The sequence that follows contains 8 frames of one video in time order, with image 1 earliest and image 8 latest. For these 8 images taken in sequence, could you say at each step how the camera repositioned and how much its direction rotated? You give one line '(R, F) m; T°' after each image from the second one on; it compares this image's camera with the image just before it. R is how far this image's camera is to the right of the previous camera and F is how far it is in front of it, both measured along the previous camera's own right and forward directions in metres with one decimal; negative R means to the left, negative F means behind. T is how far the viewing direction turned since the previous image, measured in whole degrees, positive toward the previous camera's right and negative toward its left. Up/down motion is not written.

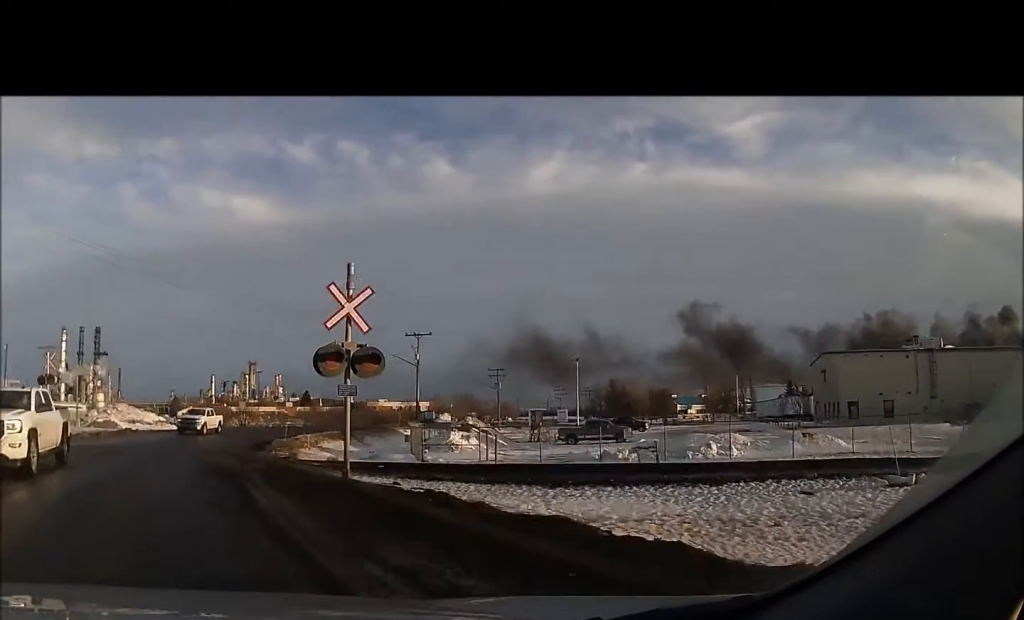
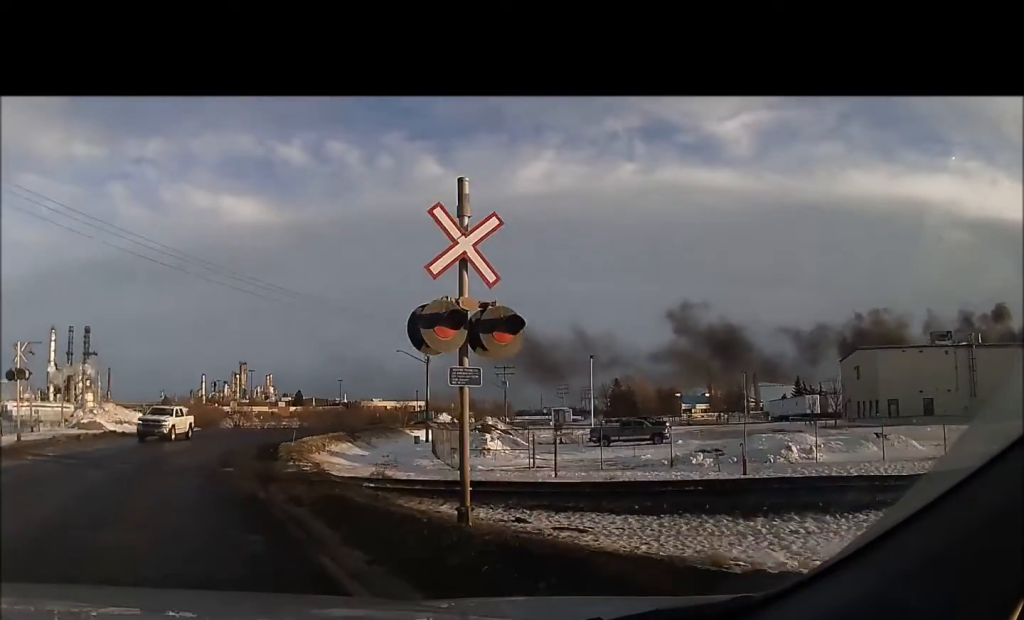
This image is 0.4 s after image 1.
(0.0, +5.6) m; +1°
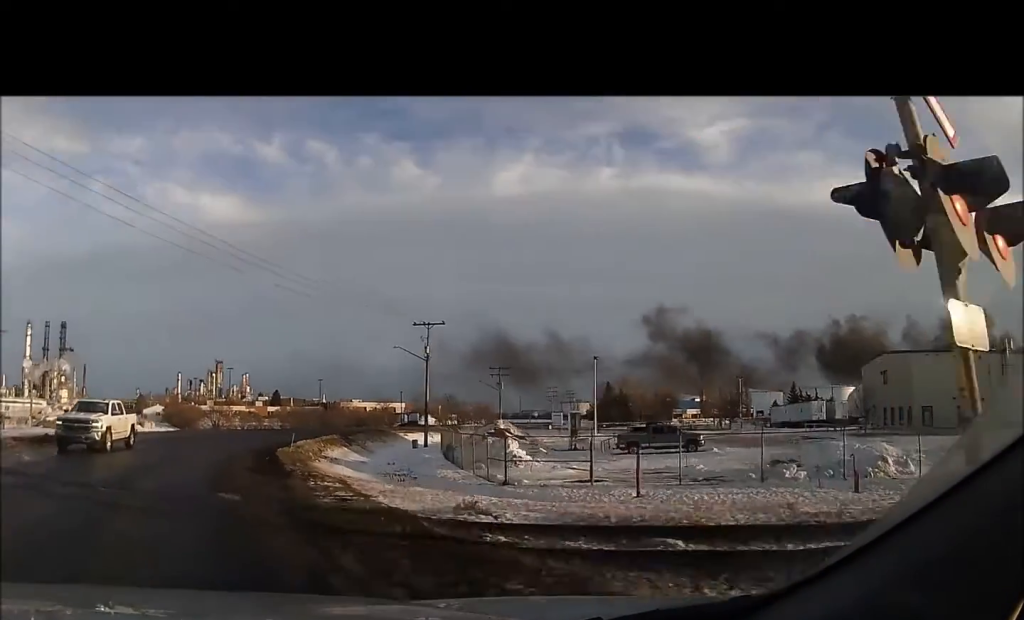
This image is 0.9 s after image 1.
(+0.2, +6.0) m; +1°
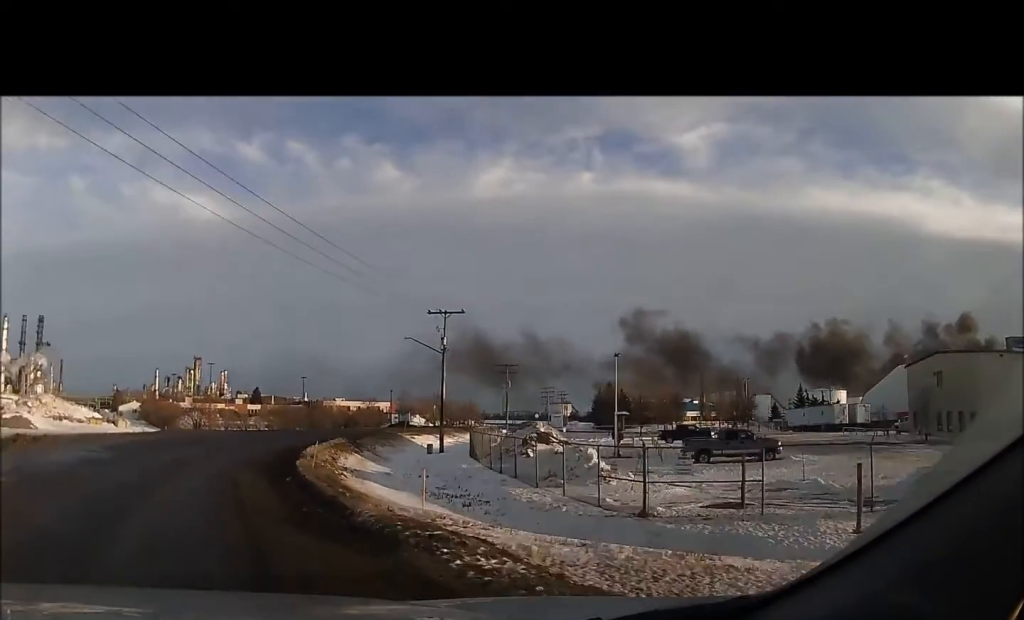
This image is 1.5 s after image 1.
(+0.1, +8.4) m; +2°
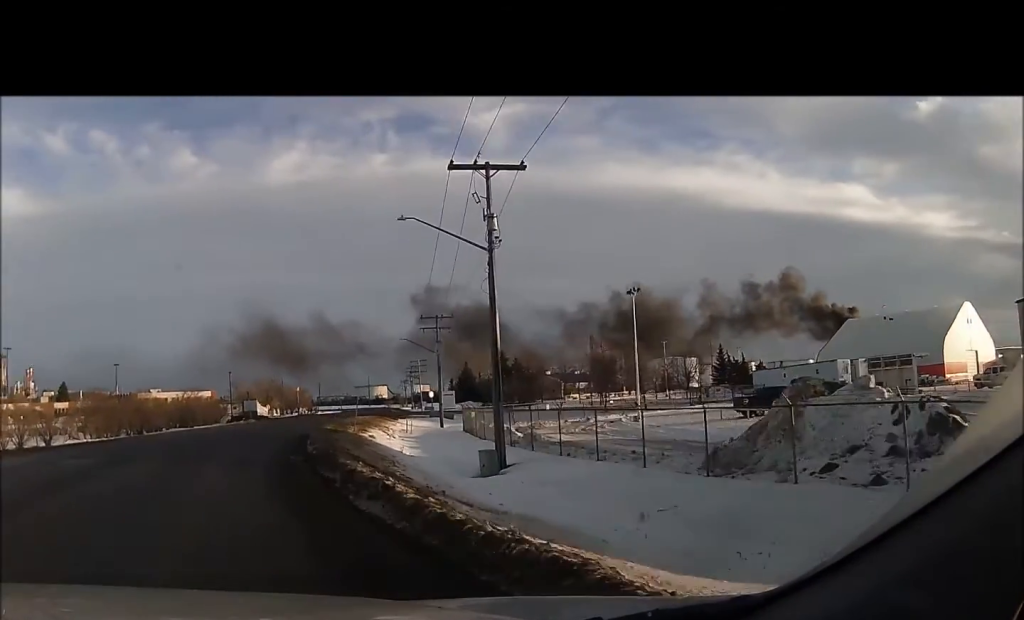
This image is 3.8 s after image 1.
(+4.2, +31.7) m; +17°
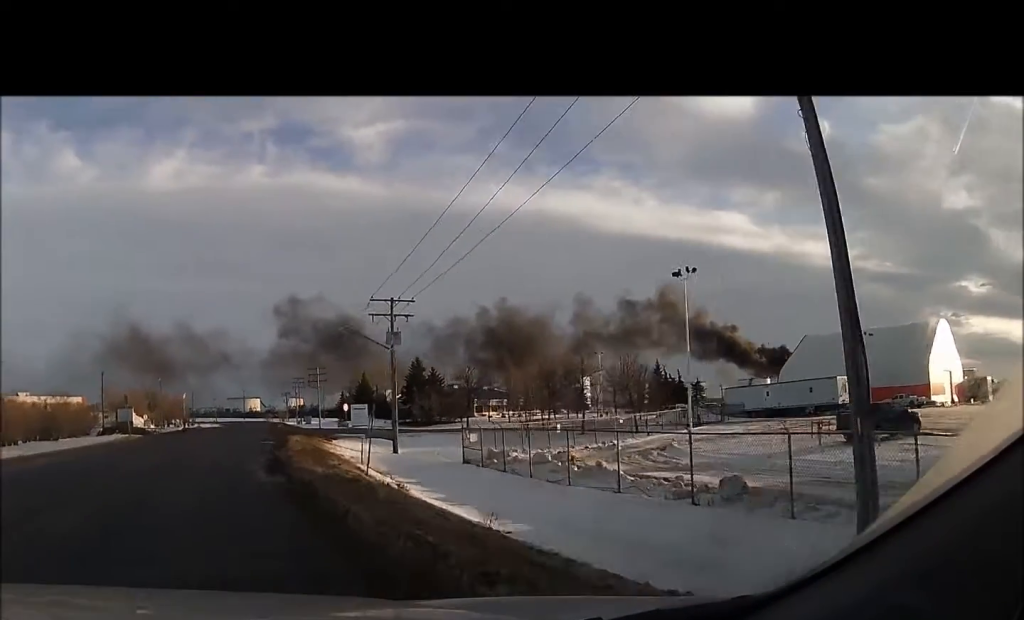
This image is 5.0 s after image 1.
(+1.4, +17.7) m; +9°
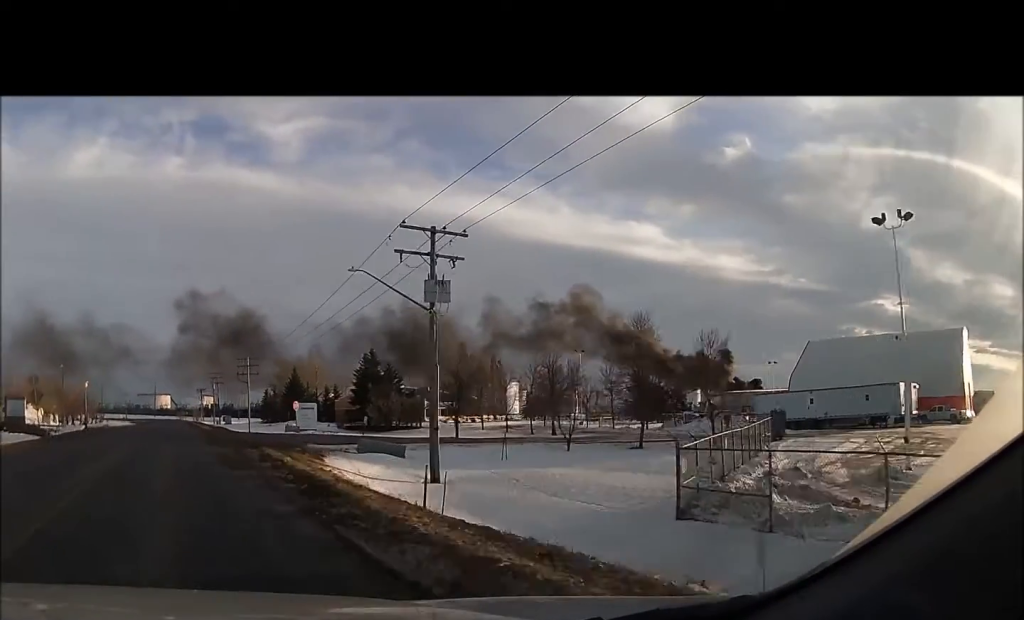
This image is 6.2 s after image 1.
(+1.3, +17.7) m; +8°
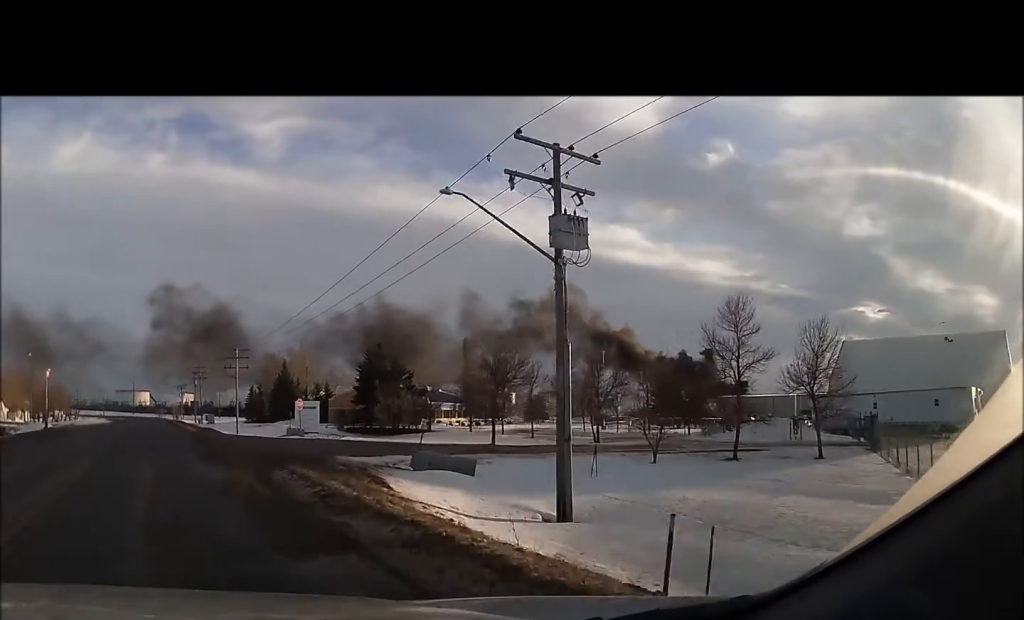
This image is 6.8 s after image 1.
(+0.5, +9.9) m; +2°
